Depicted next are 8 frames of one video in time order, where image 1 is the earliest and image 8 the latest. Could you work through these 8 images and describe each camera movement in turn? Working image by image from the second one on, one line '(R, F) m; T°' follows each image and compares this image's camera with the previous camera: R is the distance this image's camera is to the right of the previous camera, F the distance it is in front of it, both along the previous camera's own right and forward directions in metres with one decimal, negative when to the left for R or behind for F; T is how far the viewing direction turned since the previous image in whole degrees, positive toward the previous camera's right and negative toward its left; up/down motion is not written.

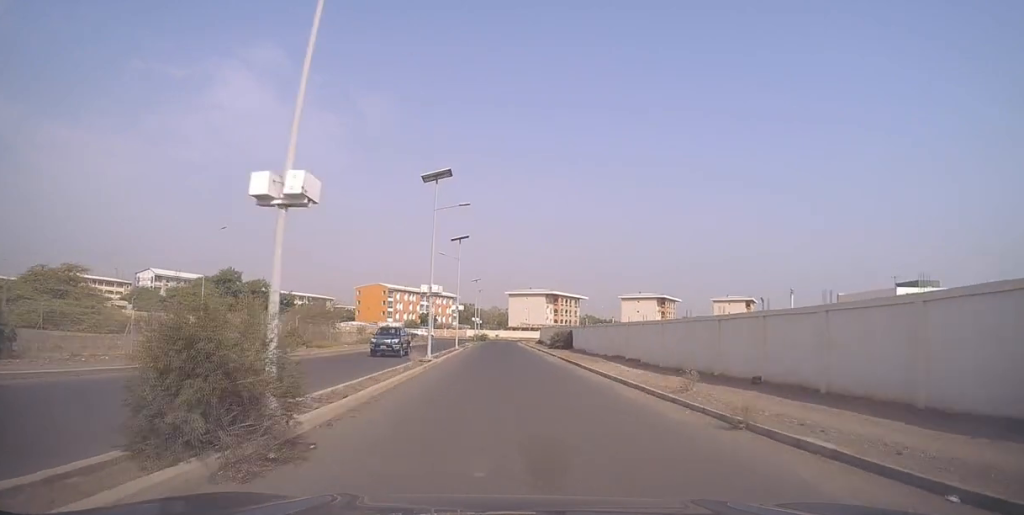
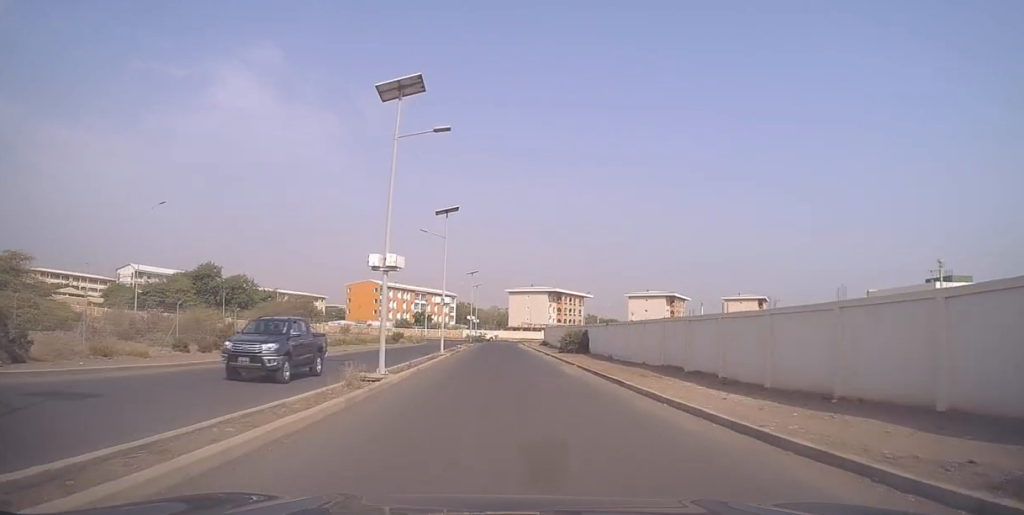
(+0.4, +11.3) m; +1°
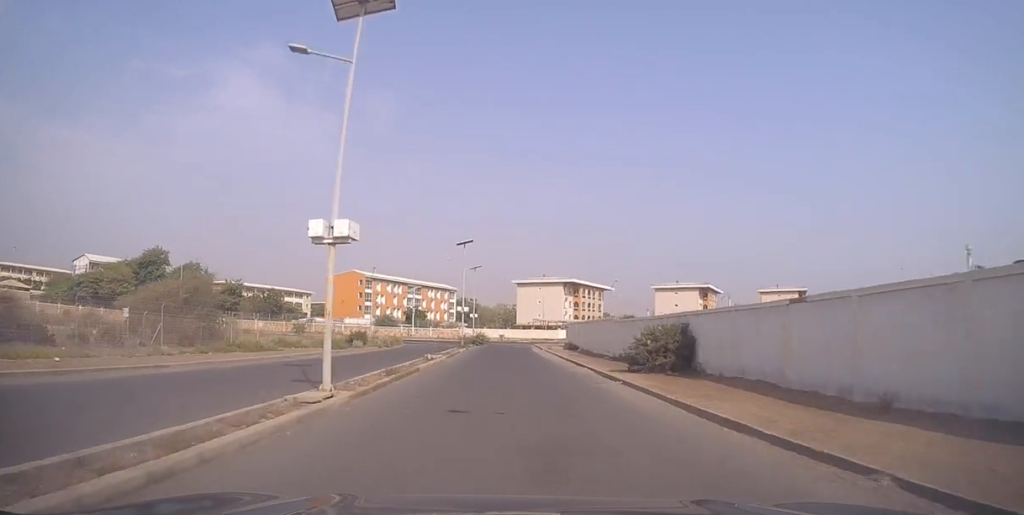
(+0.2, +25.7) m; 0°
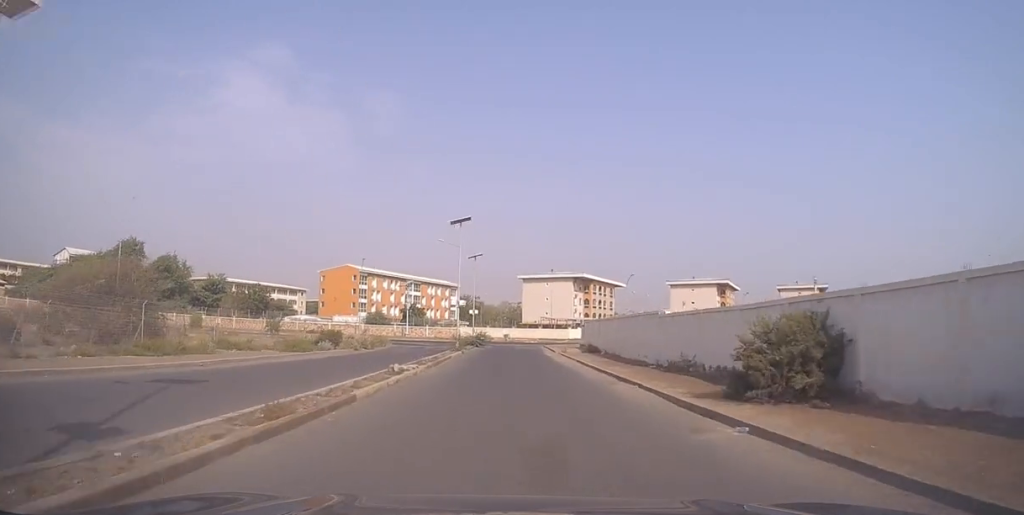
(+0.1, +10.5) m; -1°
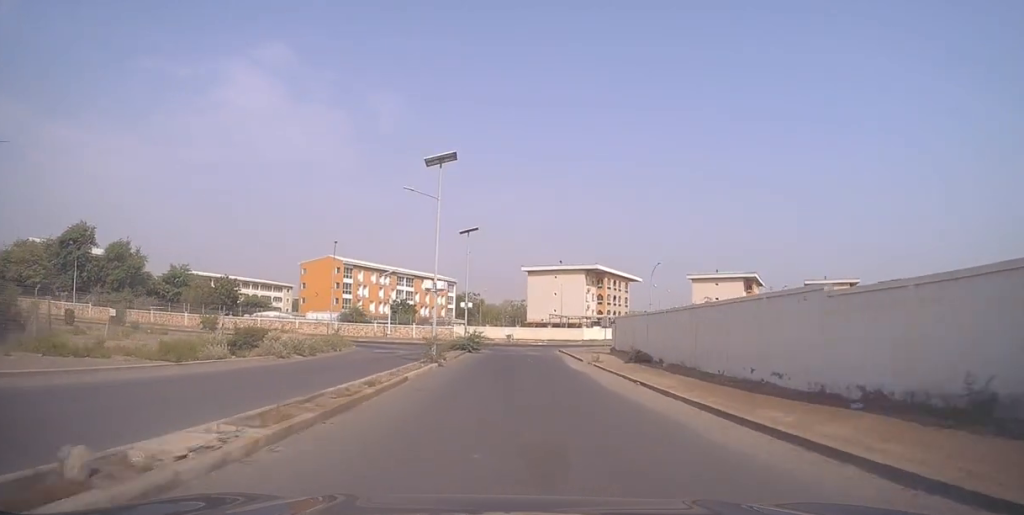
(-0.5, +16.1) m; 0°
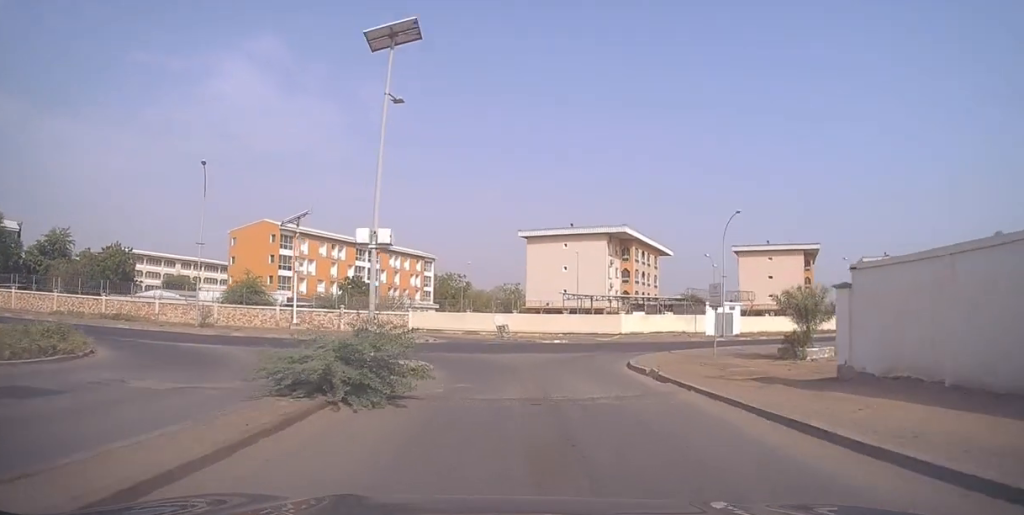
(+0.2, +35.1) m; 0°
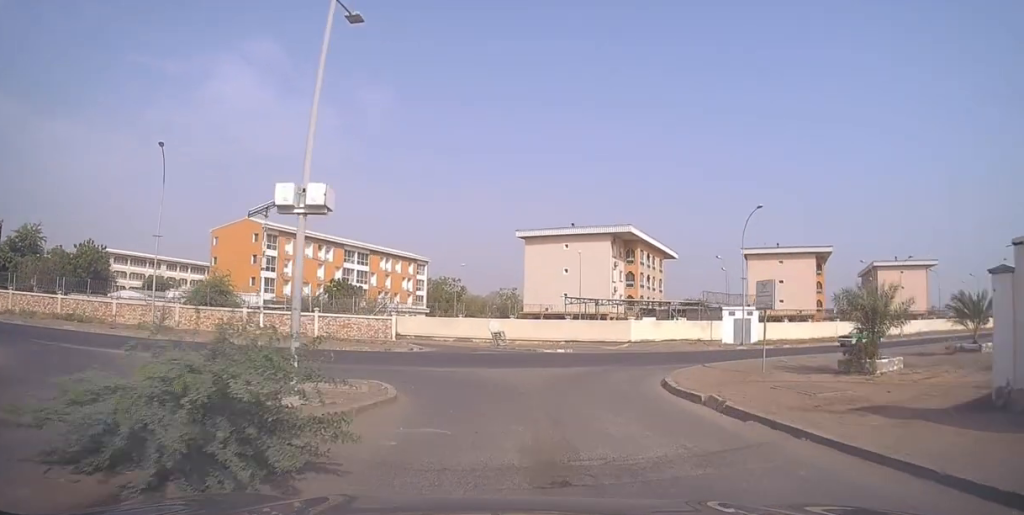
(+0.3, +7.5) m; 0°
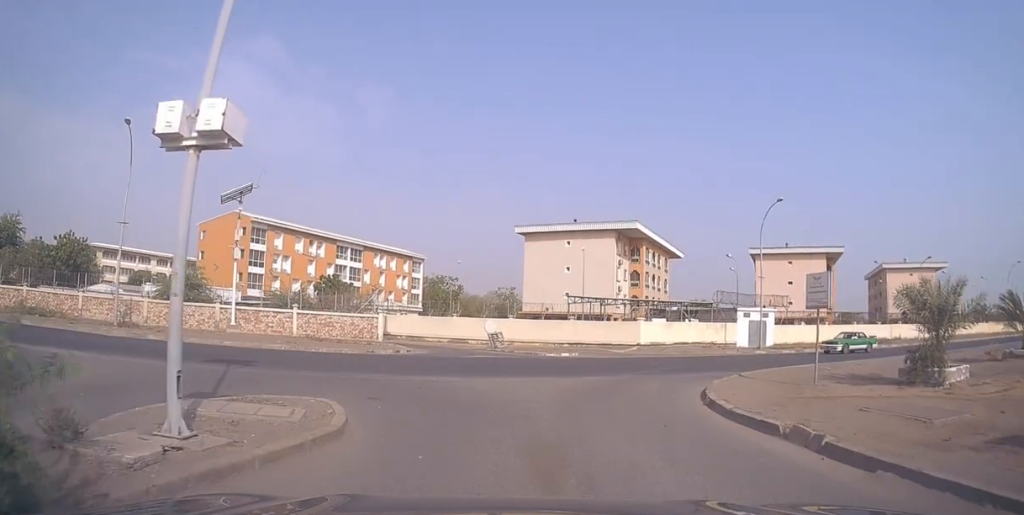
(-0.1, +5.7) m; +1°
